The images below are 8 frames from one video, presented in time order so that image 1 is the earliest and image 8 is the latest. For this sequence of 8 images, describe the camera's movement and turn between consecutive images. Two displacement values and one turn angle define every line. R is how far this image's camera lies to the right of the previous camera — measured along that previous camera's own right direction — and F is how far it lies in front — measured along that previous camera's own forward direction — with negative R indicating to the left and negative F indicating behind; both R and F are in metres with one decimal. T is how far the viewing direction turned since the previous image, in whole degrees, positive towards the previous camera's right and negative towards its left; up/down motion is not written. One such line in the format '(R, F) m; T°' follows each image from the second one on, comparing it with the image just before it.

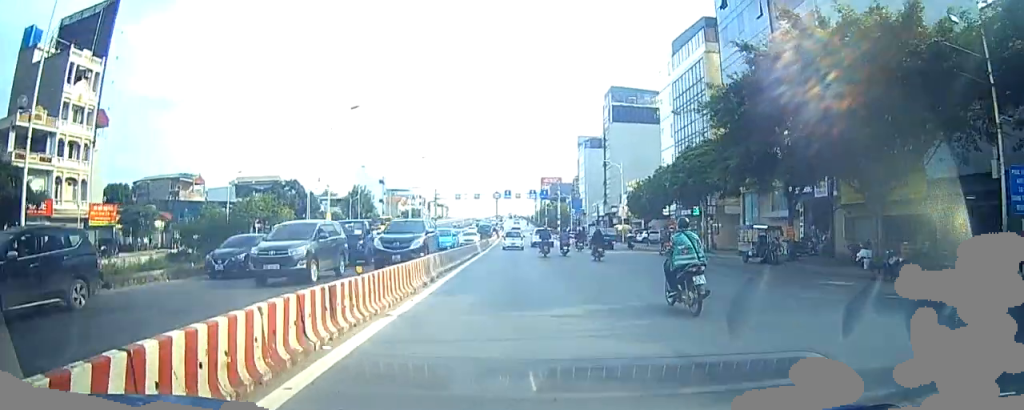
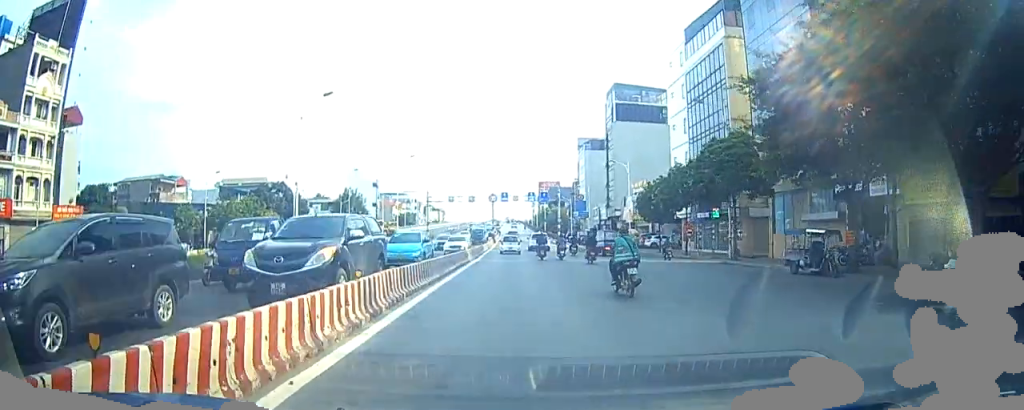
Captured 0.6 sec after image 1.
(-0.2, +6.5) m; -1°
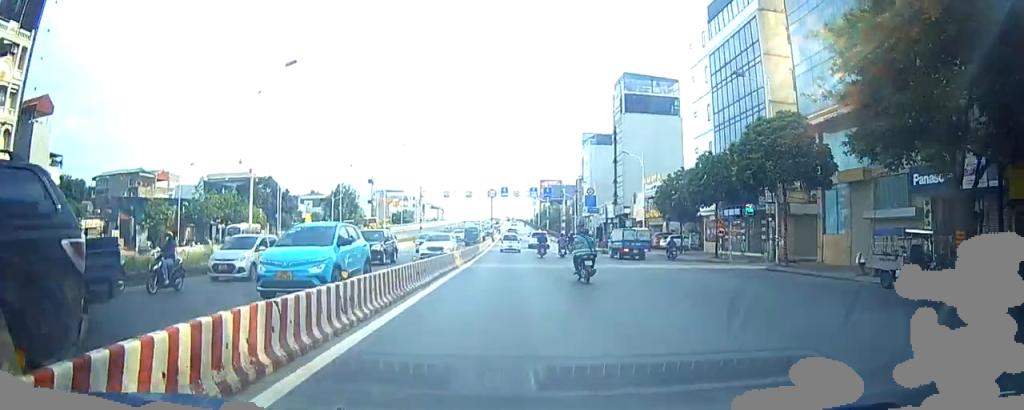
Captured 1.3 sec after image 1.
(-0.1, +7.2) m; -1°
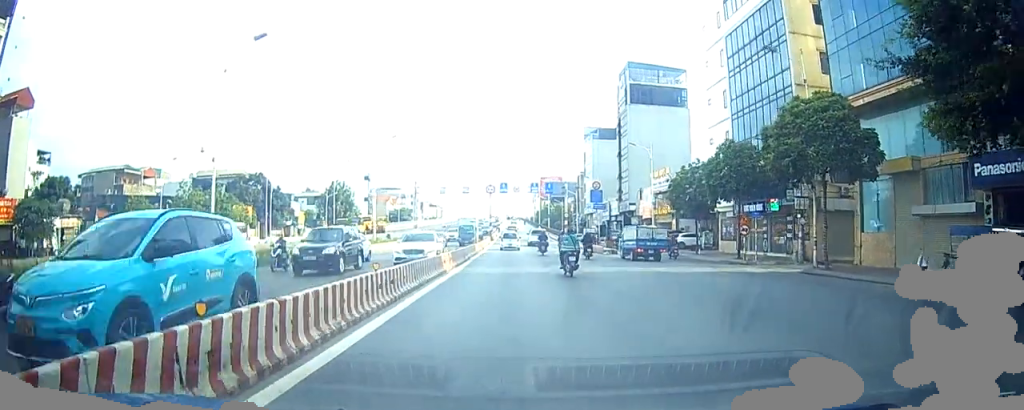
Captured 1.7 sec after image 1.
(+0.1, +4.1) m; -1°
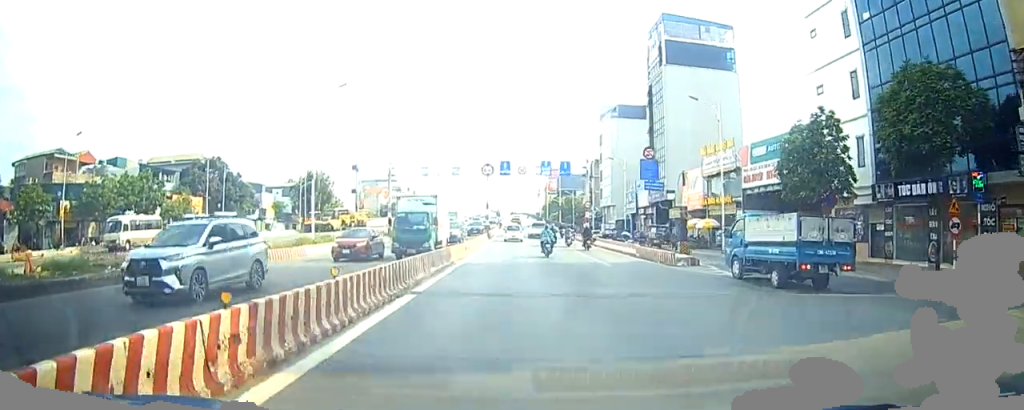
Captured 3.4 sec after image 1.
(-0.4, +17.2) m; -1°
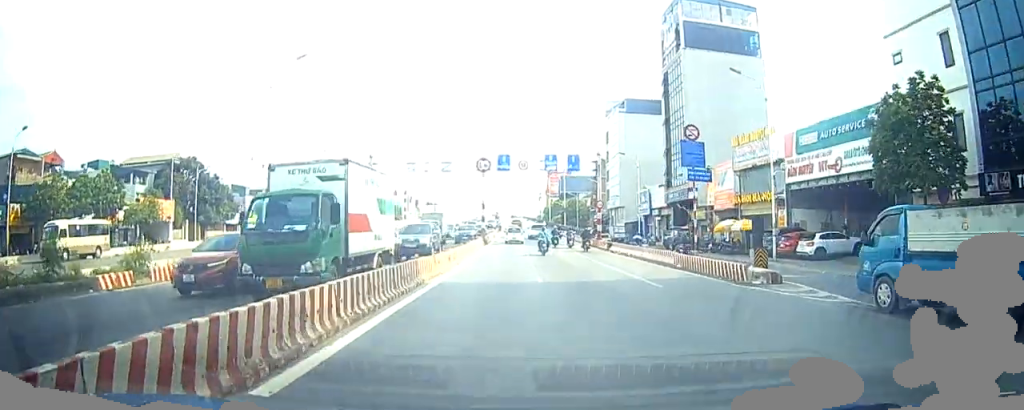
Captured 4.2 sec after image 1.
(+0.1, +7.6) m; +1°
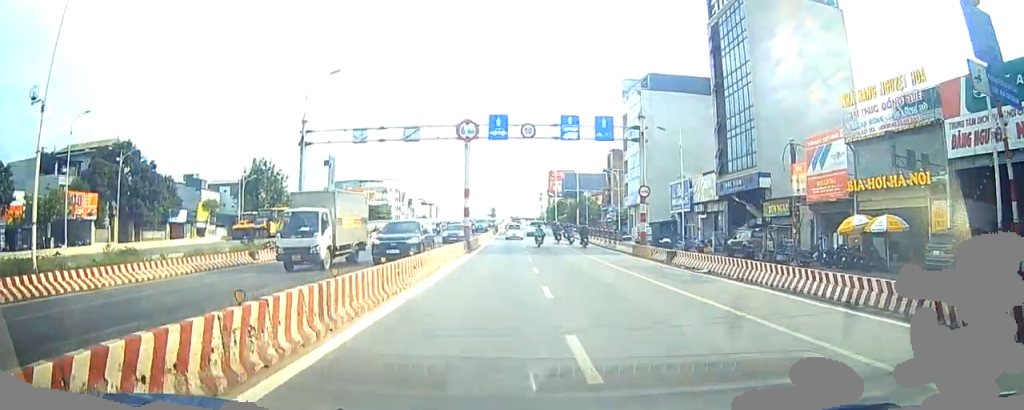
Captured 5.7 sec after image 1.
(0.0, +16.5) m; 0°
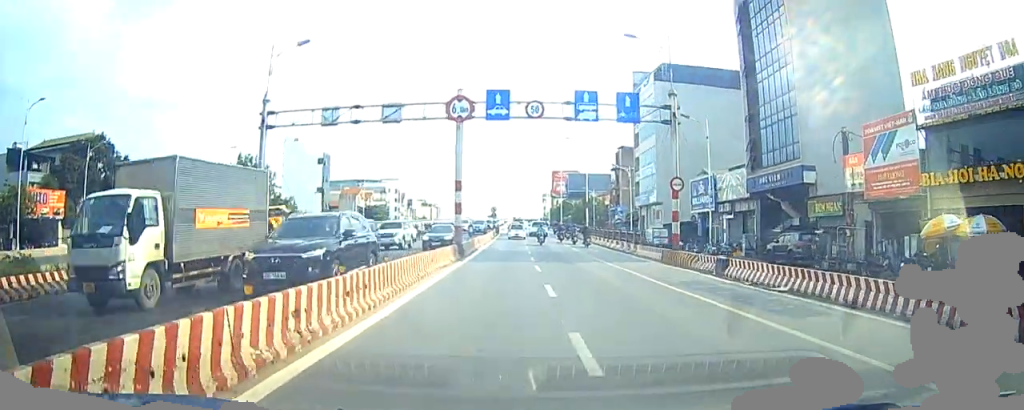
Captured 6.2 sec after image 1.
(0.0, +5.6) m; 0°
